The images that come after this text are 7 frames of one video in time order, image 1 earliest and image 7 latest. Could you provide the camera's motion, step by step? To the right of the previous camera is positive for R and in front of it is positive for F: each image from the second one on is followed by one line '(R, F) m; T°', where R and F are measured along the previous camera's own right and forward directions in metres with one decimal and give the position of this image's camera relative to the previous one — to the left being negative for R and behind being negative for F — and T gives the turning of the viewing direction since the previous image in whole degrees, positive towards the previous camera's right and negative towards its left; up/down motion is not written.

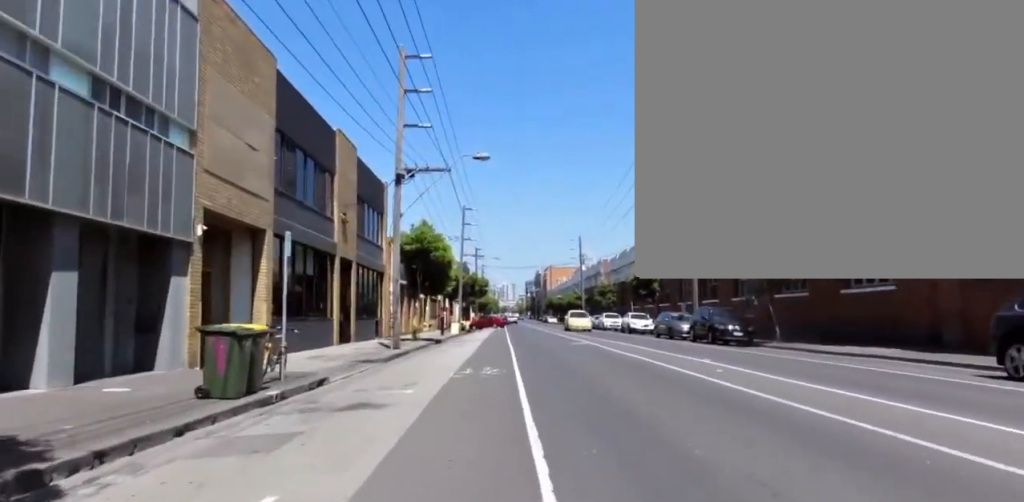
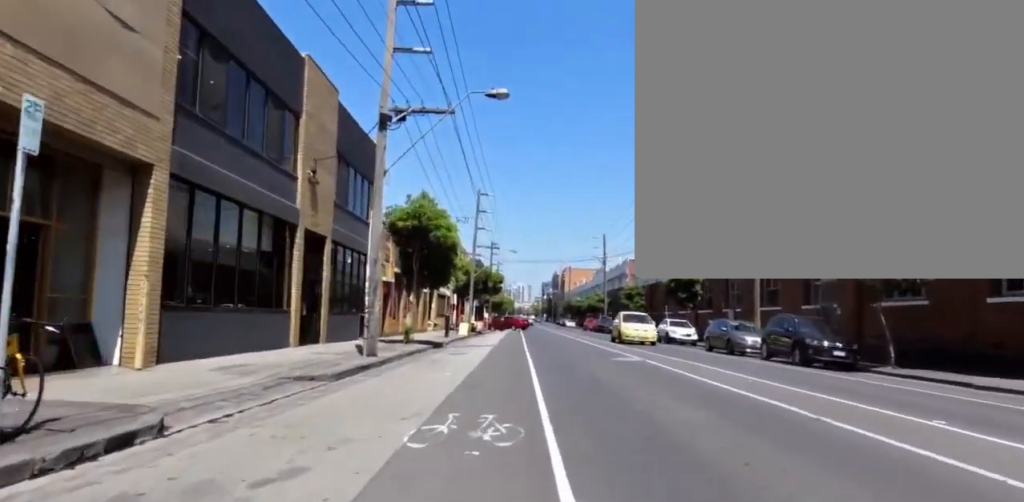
(0.0, +6.6) m; 0°
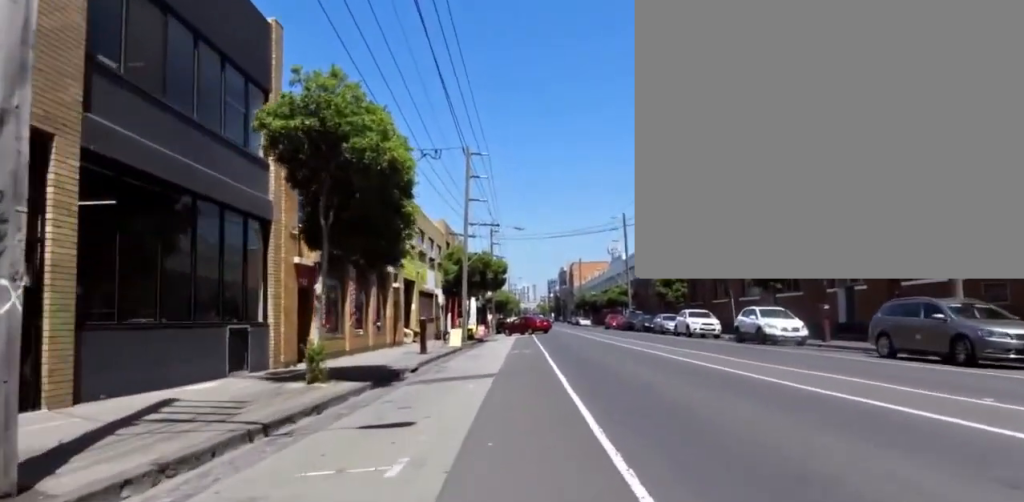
(-0.3, +13.4) m; -5°
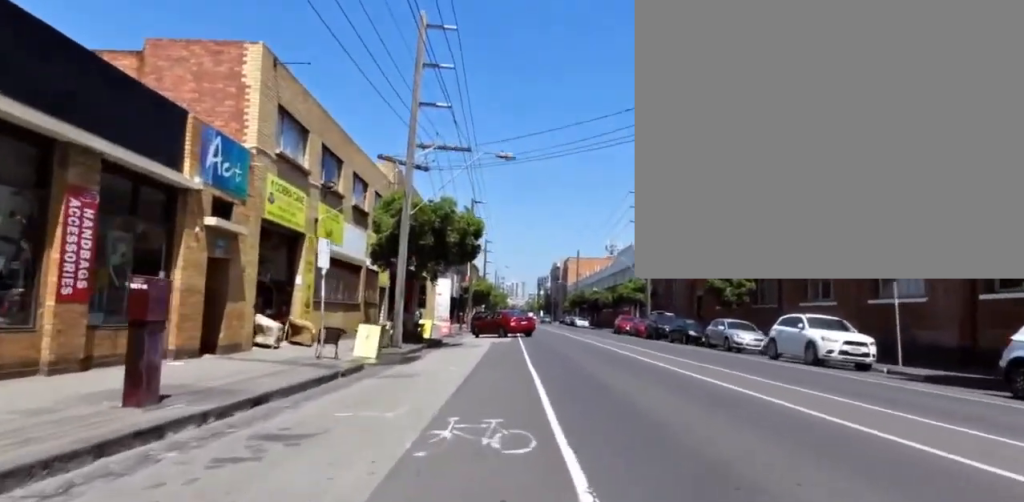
(-0.6, +17.1) m; +4°
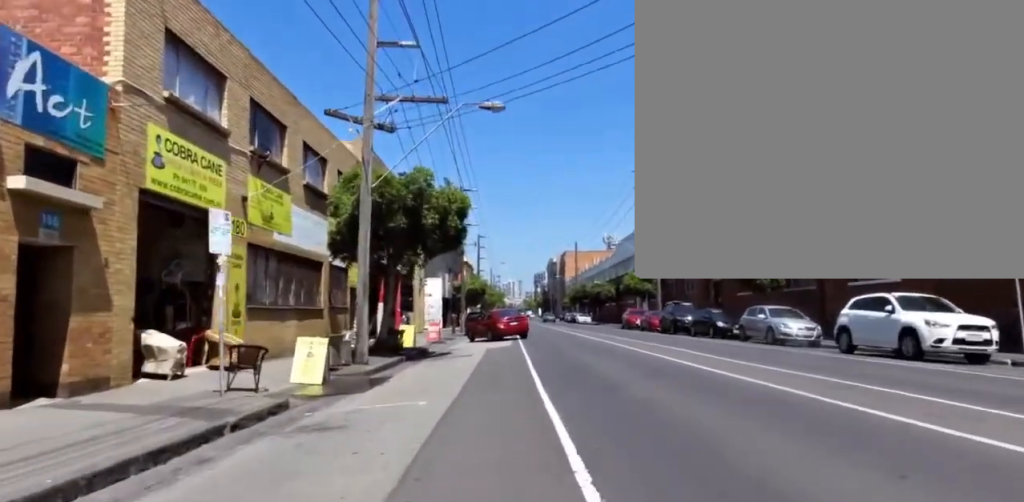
(+0.4, +4.7) m; +4°
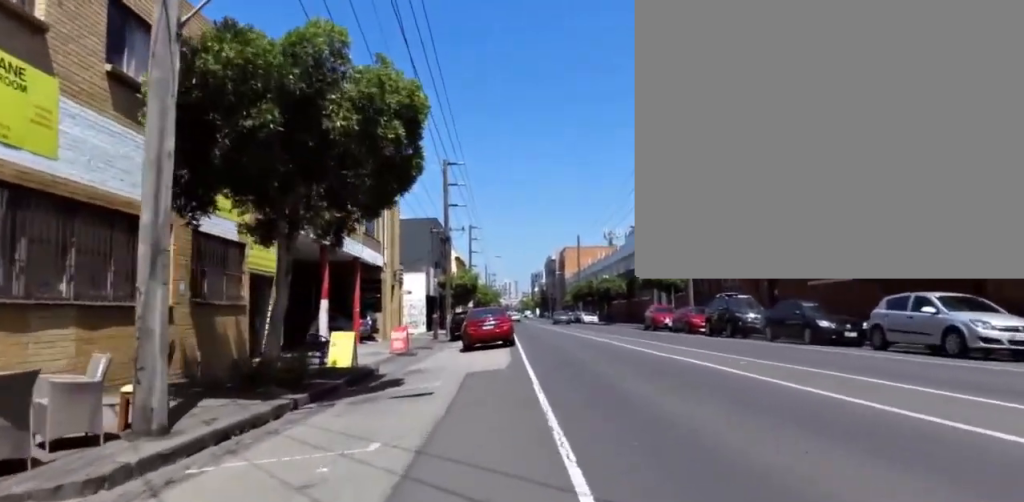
(+0.2, +8.8) m; +2°
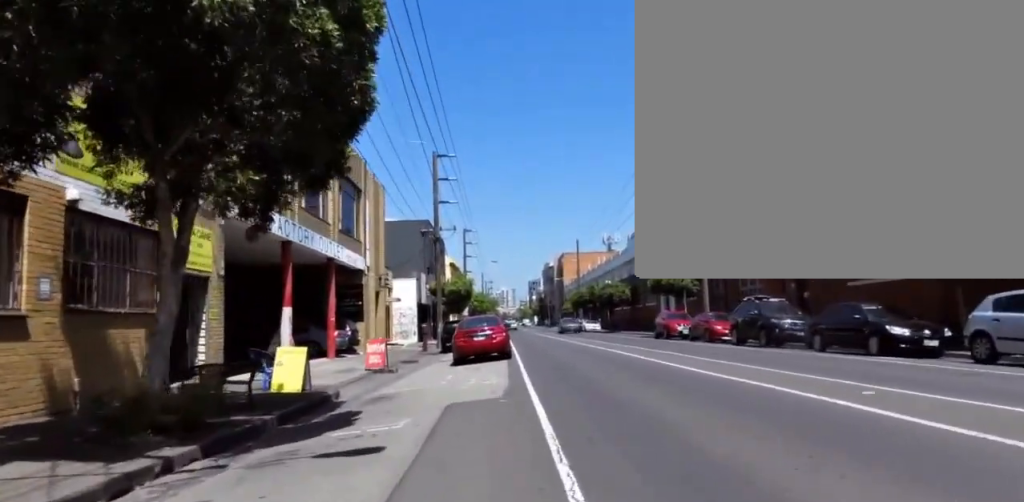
(0.0, +3.3) m; -3°
